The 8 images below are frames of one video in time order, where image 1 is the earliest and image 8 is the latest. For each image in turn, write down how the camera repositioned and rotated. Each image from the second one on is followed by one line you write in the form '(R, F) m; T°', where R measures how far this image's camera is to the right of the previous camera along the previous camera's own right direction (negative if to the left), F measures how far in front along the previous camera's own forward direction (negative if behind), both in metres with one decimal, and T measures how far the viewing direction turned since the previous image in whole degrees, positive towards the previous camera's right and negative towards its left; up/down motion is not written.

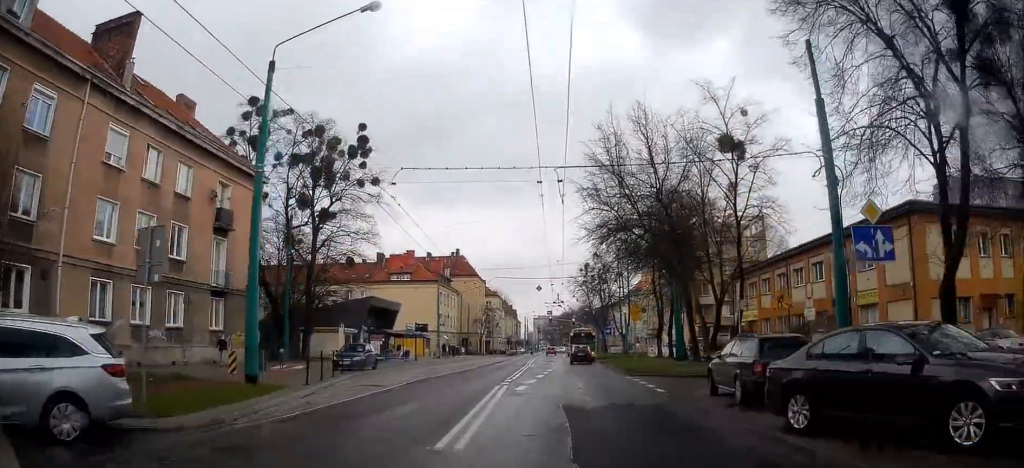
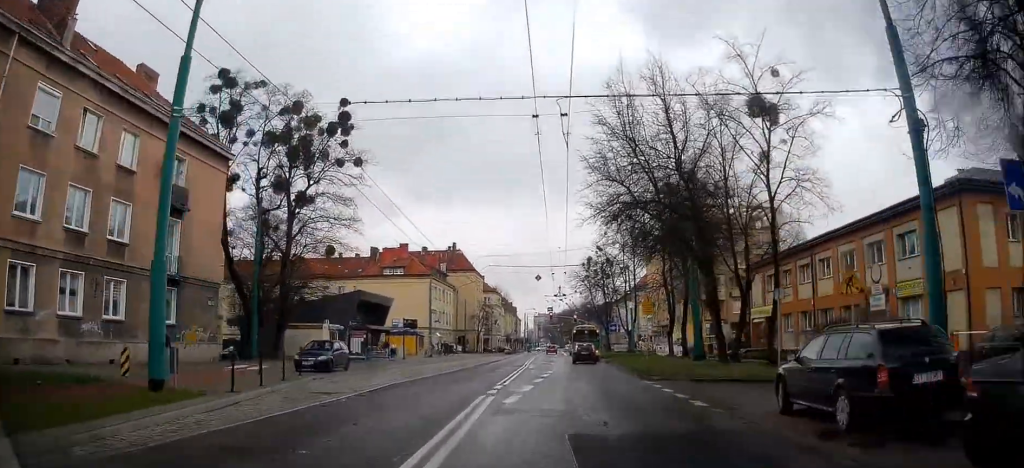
(-0.1, +5.1) m; 0°
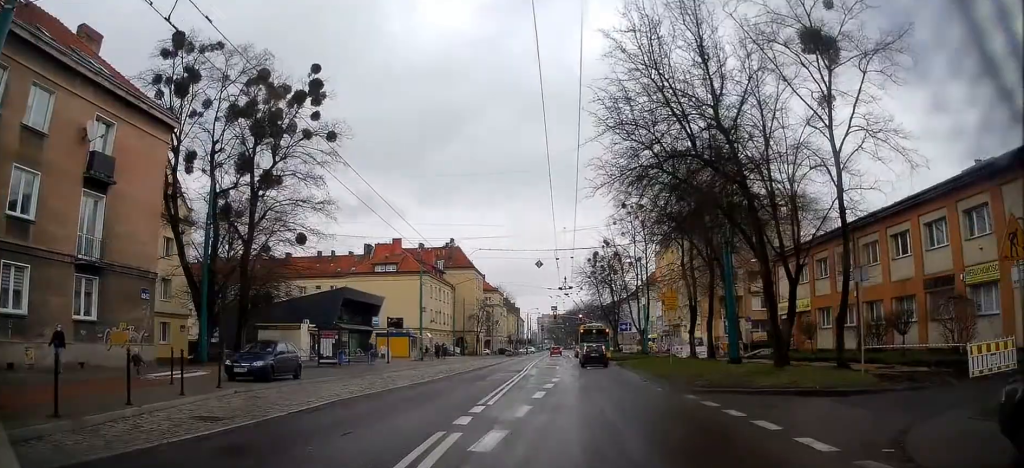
(0.0, +6.5) m; -1°
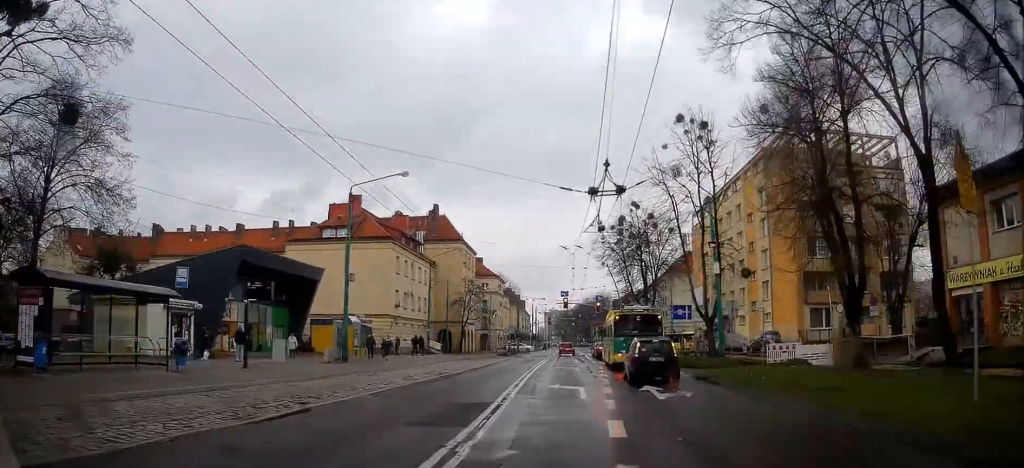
(-0.4, +23.7) m; -1°
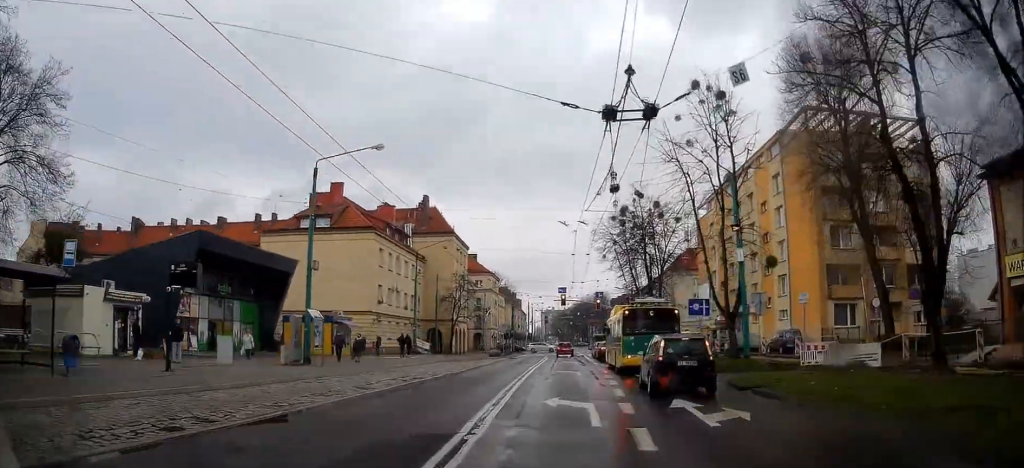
(+0.3, +5.3) m; -1°
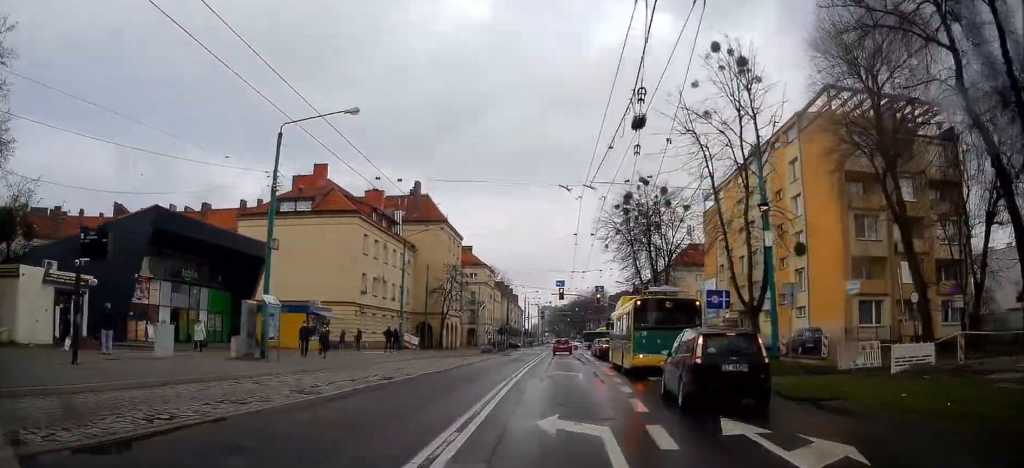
(-0.3, +4.4) m; -1°
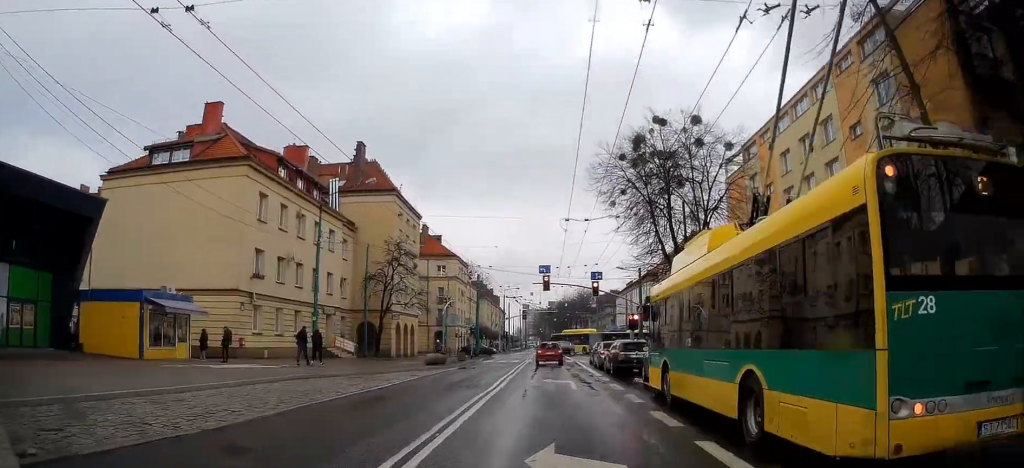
(0.0, +17.8) m; +3°
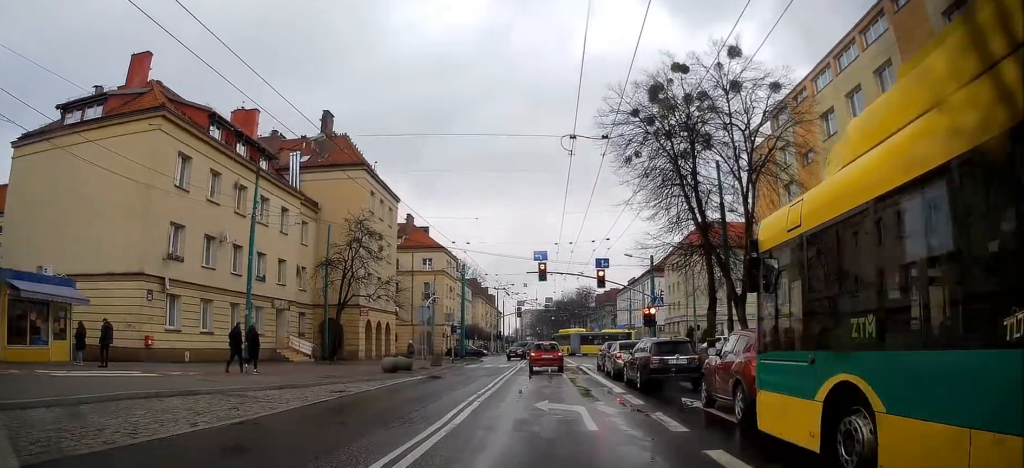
(+0.3, +9.4) m; +3°
